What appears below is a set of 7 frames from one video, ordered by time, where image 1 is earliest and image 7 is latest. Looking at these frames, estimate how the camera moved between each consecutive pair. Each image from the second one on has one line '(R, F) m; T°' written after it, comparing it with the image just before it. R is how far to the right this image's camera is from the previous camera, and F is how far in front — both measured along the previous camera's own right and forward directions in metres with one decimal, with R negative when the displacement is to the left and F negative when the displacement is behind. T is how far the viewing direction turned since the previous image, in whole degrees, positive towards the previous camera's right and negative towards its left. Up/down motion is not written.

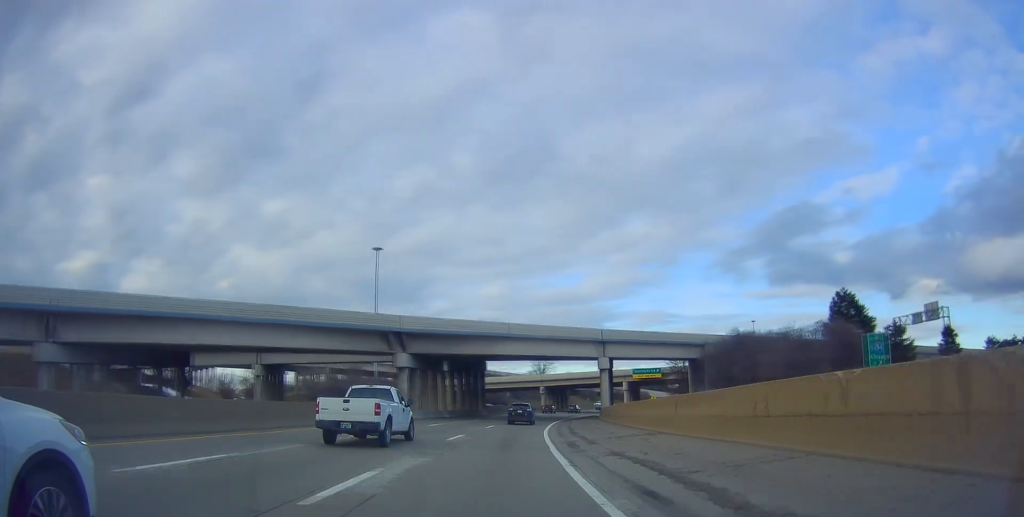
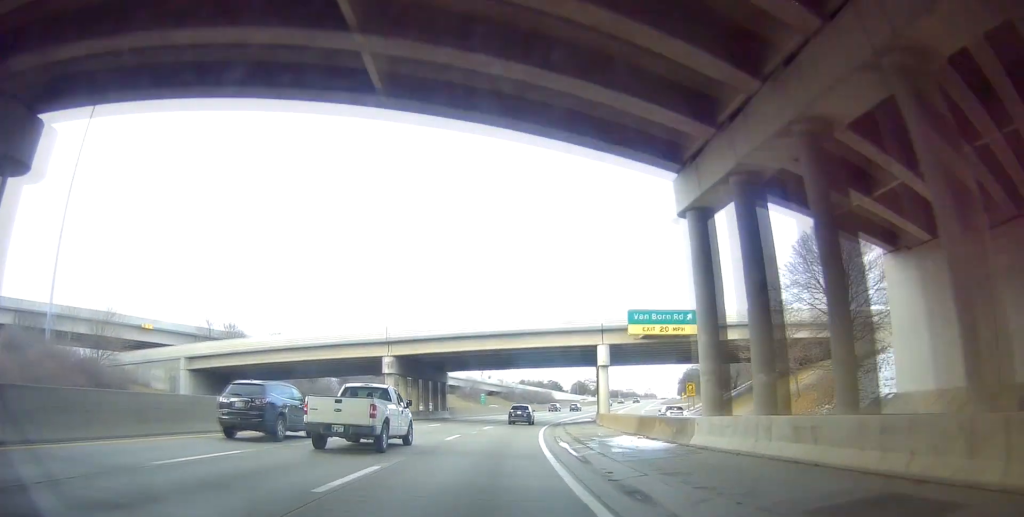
(+6.8, +75.8) m; +12°
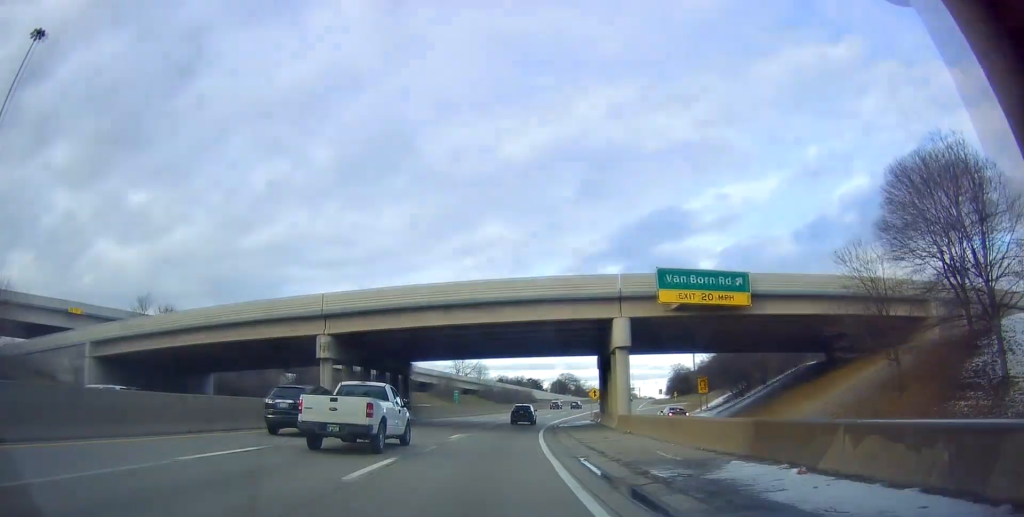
(+0.4, +13.7) m; +2°
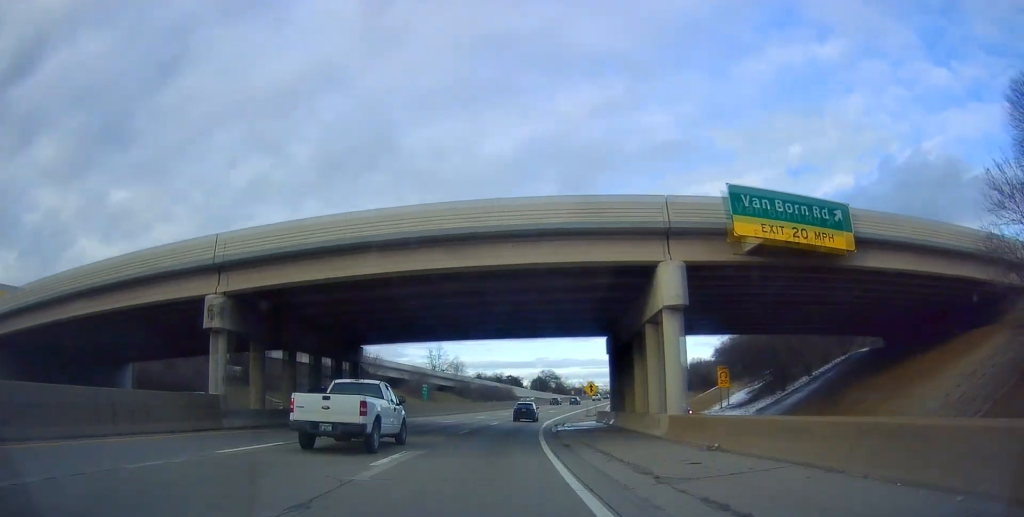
(+0.2, +12.9) m; +1°
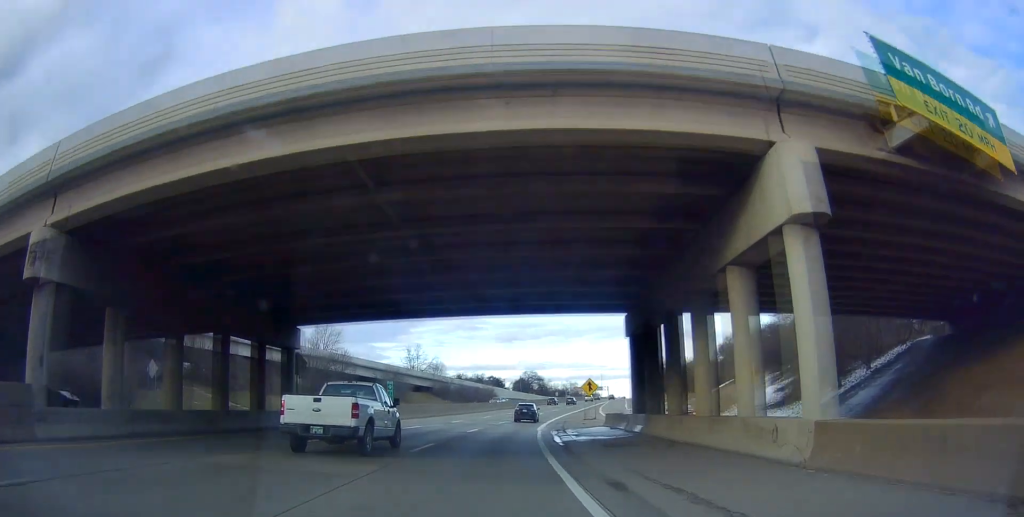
(+0.1, +10.9) m; +4°
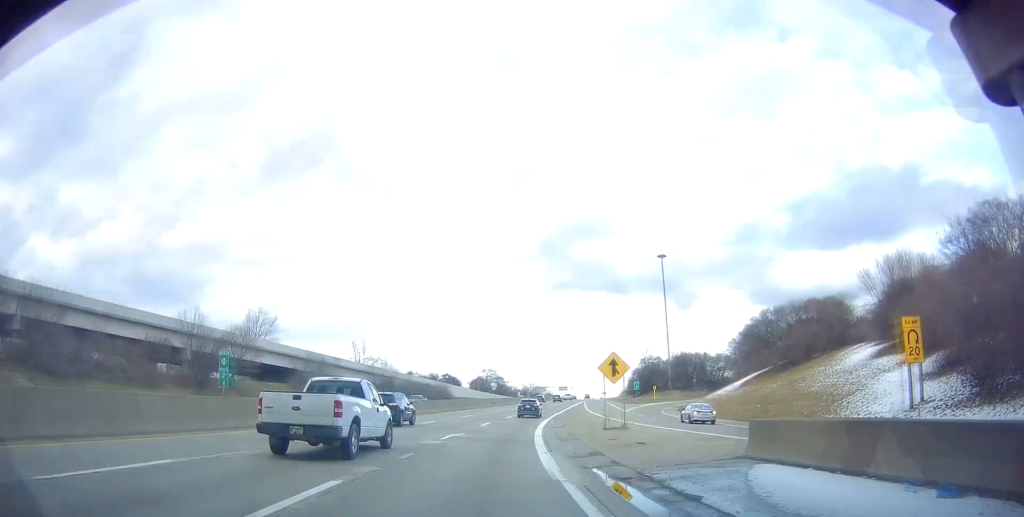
(+2.7, +27.0) m; +9°
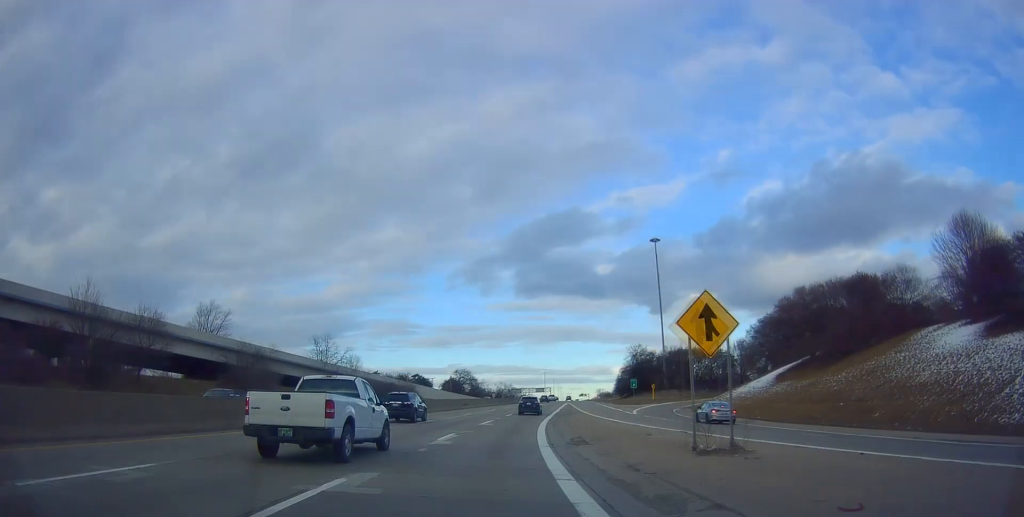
(+1.1, +17.7) m; +3°
